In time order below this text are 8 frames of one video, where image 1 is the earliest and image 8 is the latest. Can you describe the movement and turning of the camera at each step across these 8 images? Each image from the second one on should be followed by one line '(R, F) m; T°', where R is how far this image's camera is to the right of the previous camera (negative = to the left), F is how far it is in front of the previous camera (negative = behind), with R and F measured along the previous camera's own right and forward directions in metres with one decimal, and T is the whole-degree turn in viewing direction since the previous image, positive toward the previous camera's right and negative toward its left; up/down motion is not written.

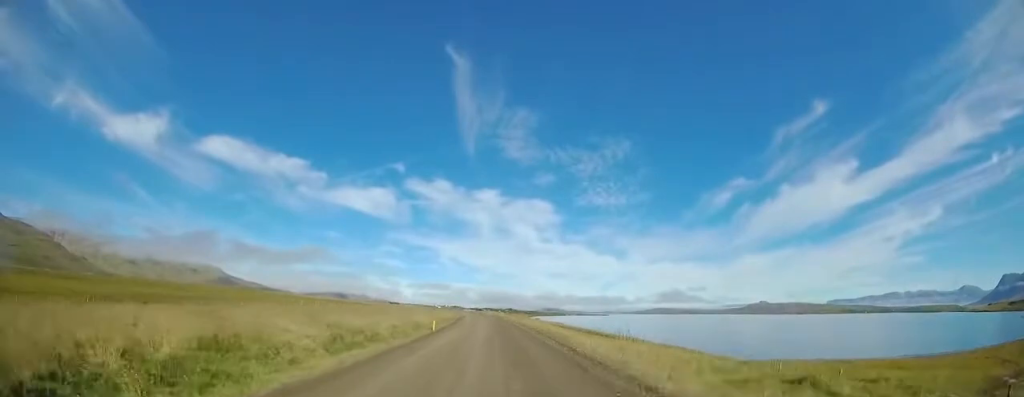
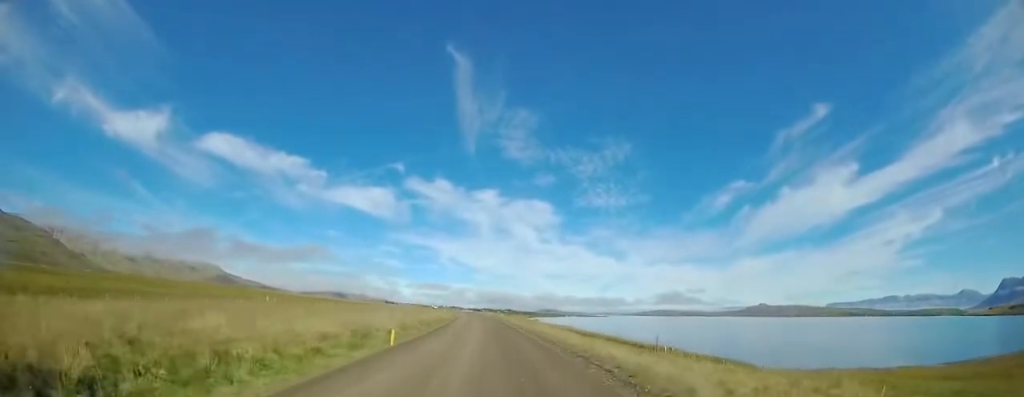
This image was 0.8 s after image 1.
(+0.2, +10.9) m; 0°
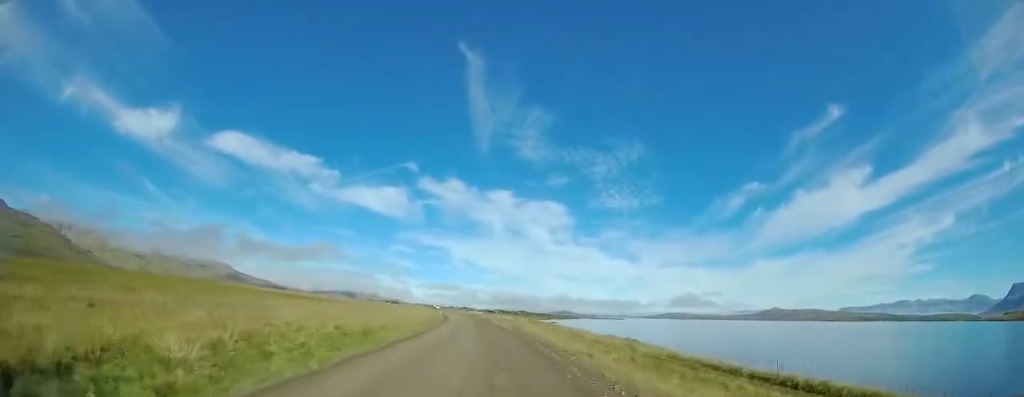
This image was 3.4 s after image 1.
(-1.6, +34.3) m; -3°
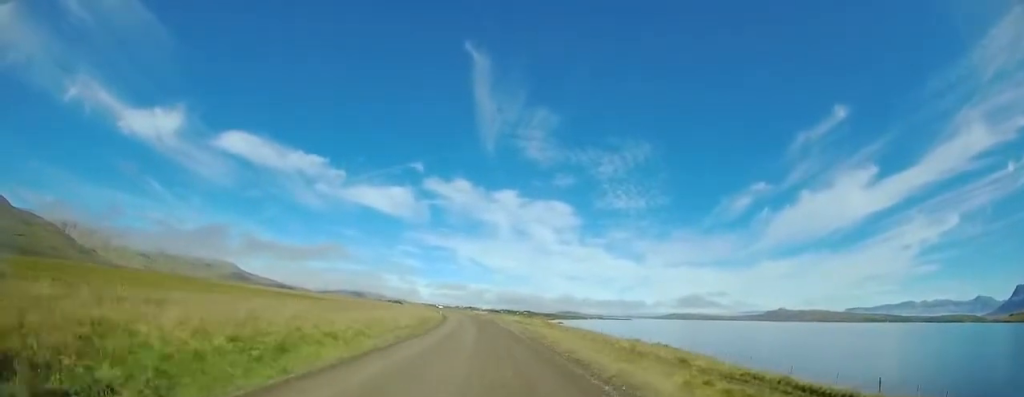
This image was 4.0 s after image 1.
(+0.1, +7.9) m; 0°
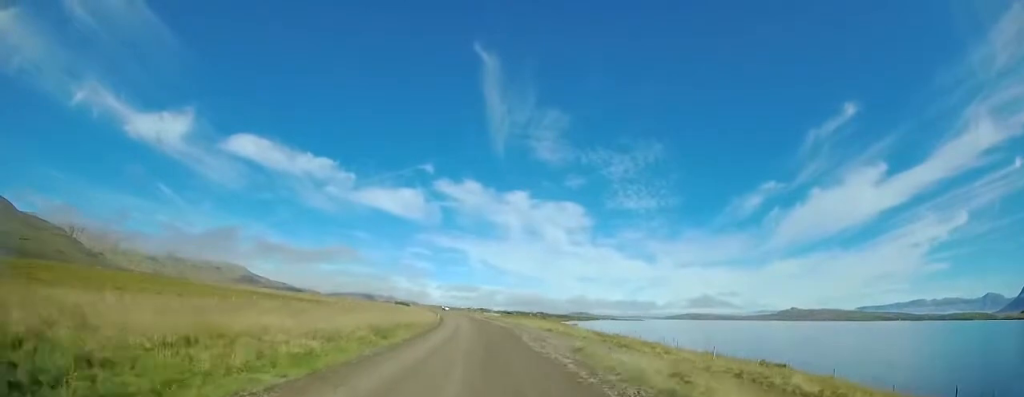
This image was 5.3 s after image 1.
(-0.2, +17.6) m; -3°
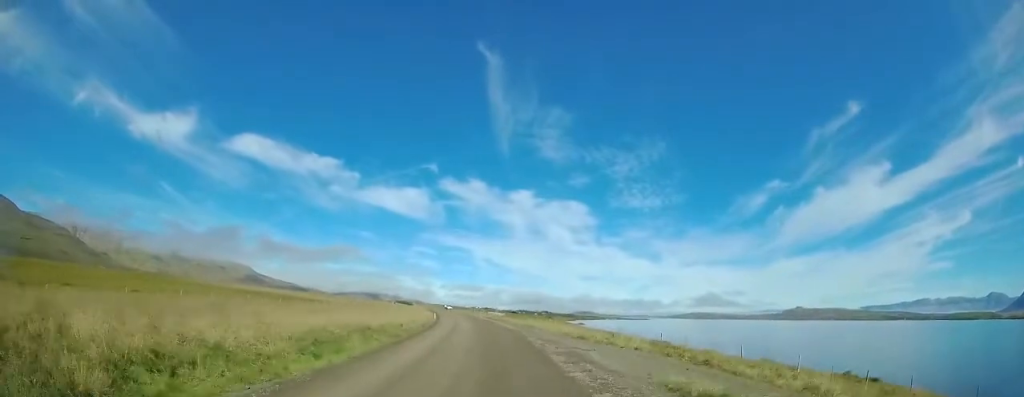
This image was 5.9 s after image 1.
(-0.1, +8.4) m; -1°
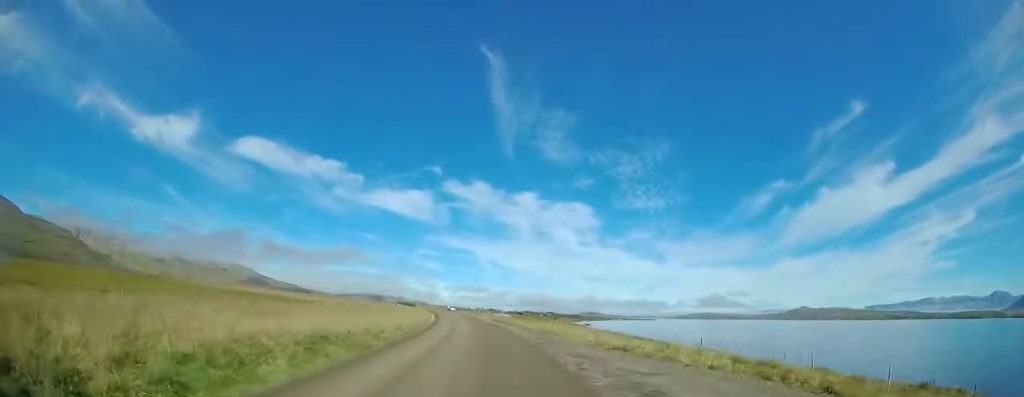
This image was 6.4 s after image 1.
(0.0, +5.7) m; -1°
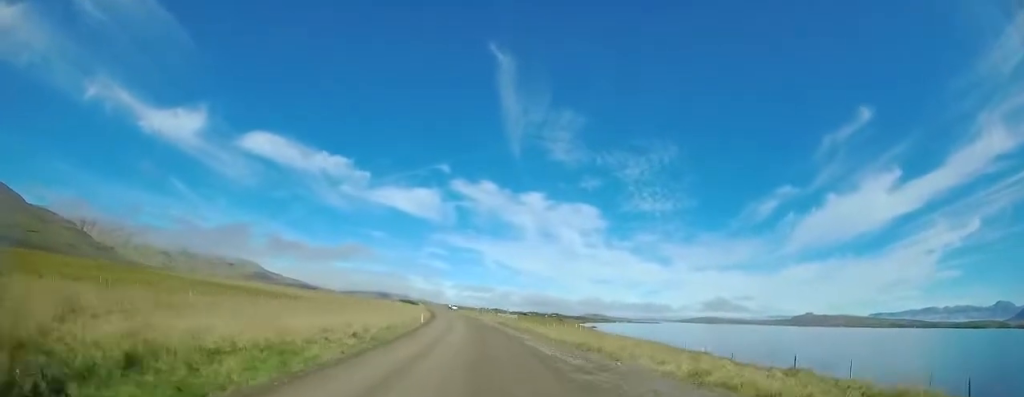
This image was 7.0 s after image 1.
(-0.1, +8.9) m; 0°
